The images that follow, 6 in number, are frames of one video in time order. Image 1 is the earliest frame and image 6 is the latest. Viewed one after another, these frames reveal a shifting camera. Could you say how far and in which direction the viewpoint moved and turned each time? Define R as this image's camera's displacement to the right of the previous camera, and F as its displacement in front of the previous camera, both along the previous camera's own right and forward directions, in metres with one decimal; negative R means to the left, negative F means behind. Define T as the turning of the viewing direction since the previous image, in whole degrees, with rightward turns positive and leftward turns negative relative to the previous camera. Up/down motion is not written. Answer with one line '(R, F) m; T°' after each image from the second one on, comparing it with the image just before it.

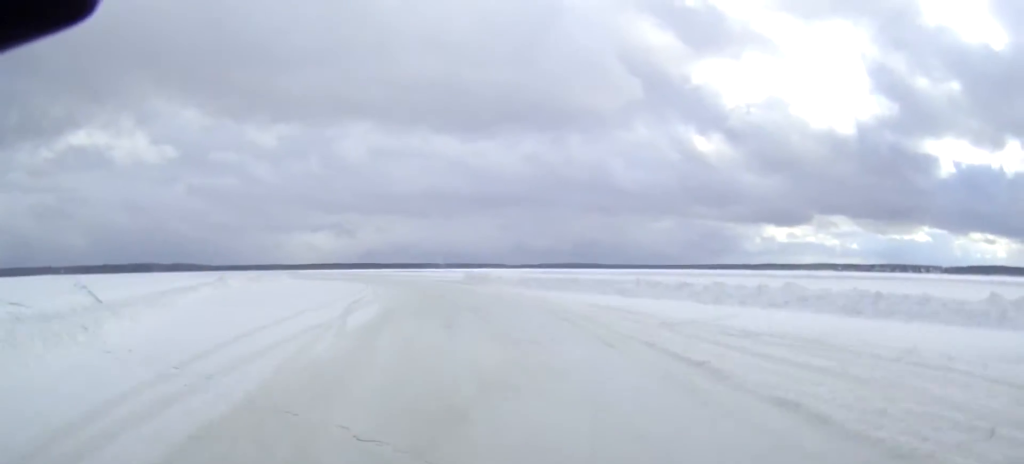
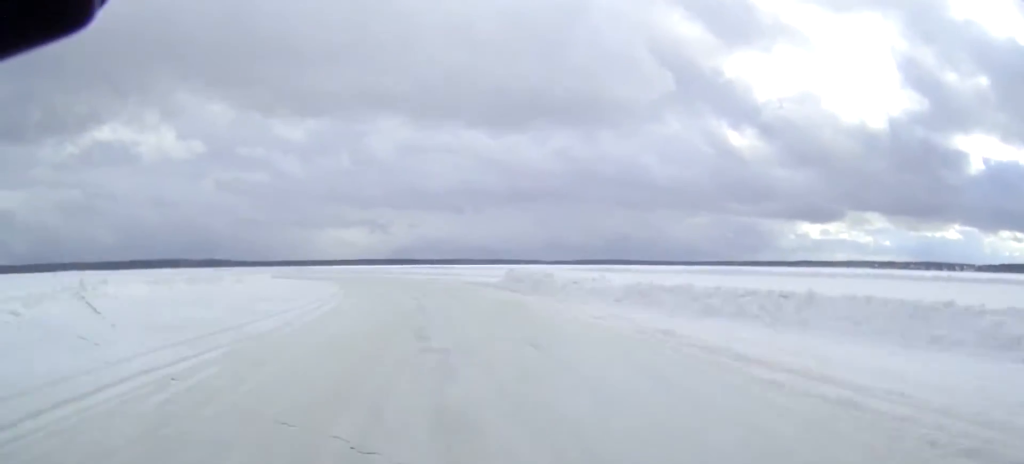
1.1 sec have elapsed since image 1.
(-0.9, +21.6) m; -6°
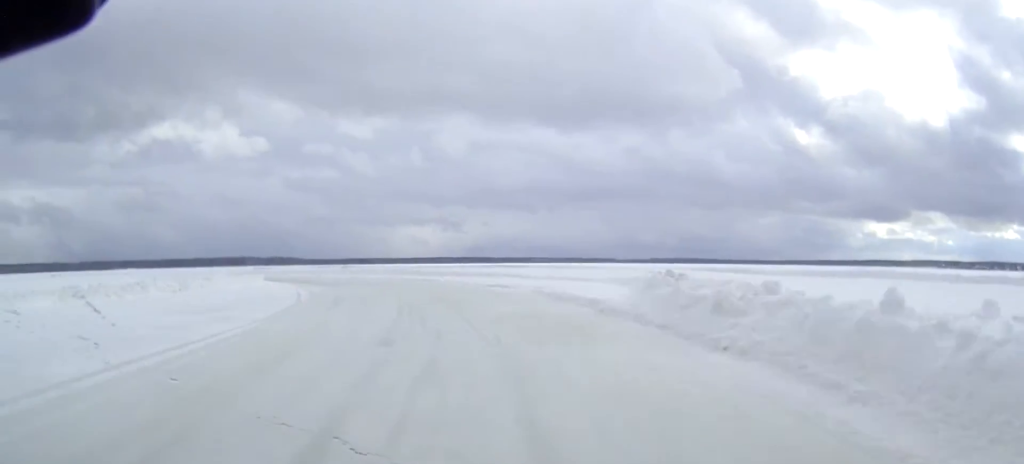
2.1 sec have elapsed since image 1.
(-1.1, +18.4) m; -9°
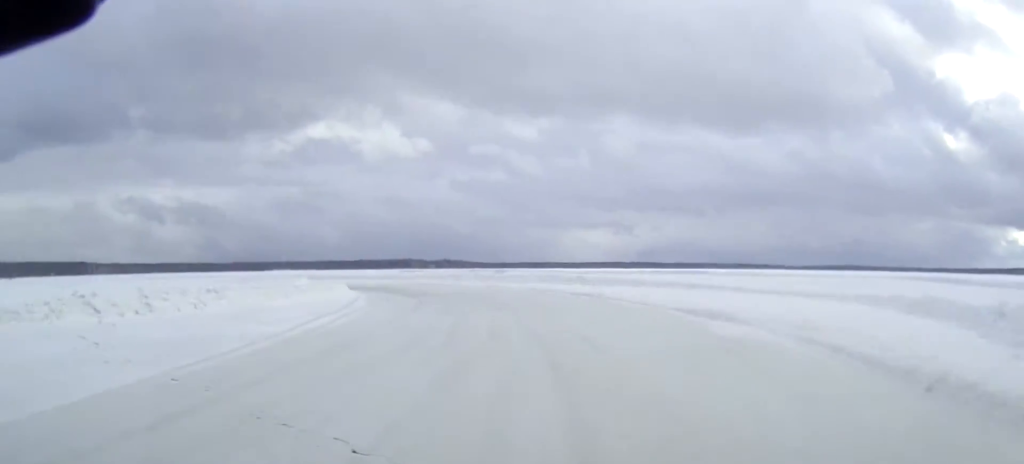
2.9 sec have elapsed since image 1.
(-0.9, +12.9) m; -9°
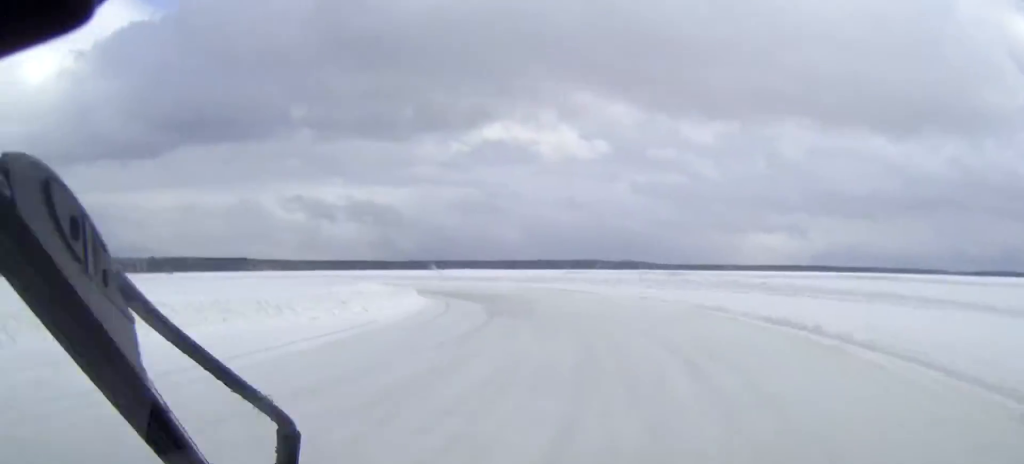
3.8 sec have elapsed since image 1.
(-1.0, +11.7) m; -11°
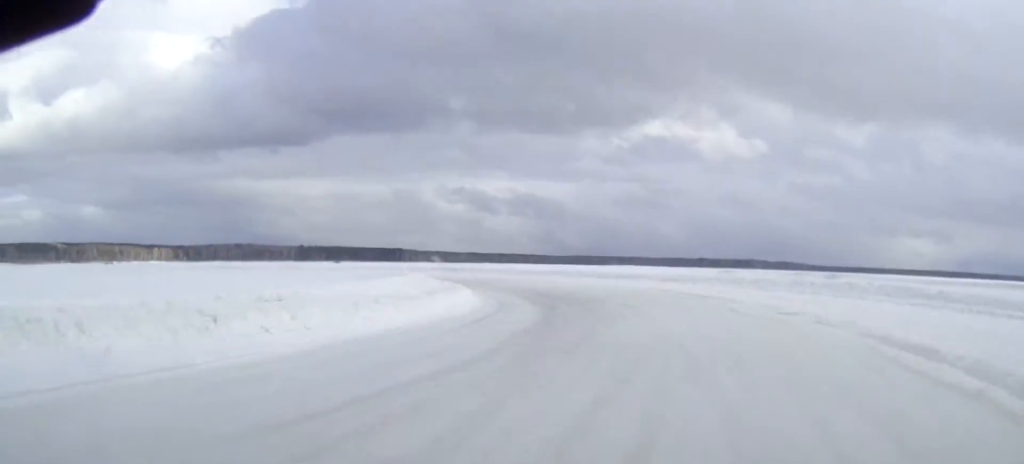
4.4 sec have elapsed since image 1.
(-0.3, +9.0) m; -9°
